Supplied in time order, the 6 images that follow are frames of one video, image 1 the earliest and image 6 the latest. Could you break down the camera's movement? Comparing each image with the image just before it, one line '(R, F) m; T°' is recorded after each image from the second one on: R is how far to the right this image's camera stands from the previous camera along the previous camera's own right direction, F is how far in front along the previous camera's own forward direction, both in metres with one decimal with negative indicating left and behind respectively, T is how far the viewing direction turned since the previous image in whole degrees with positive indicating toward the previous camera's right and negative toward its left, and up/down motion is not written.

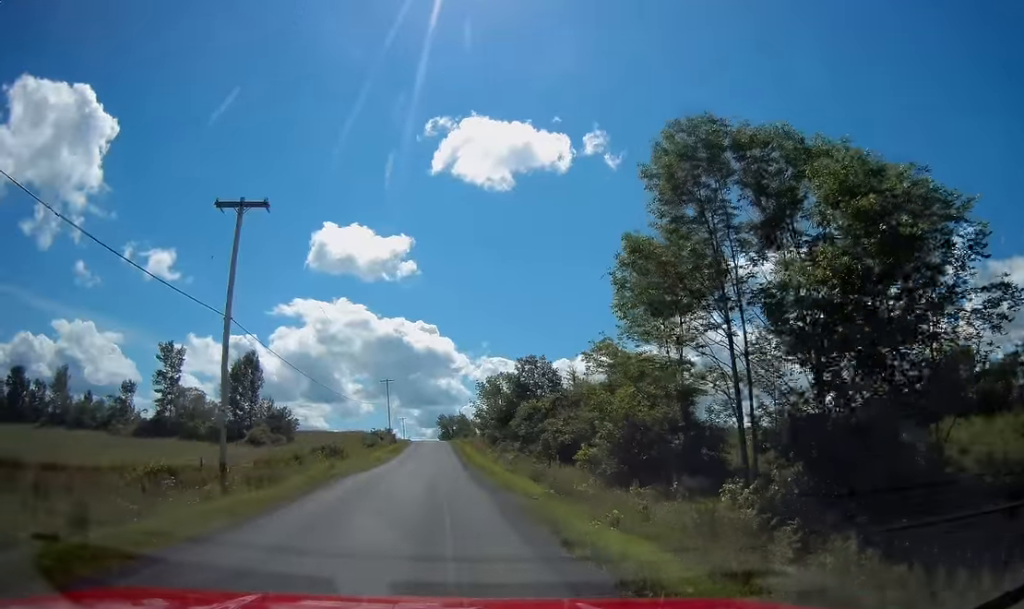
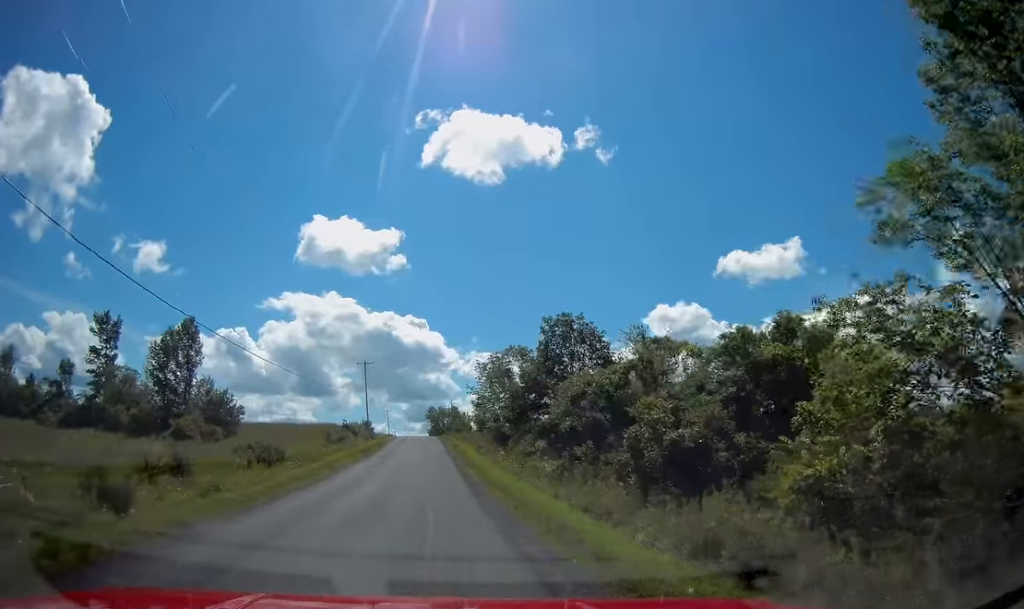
(+0.2, +20.9) m; +1°
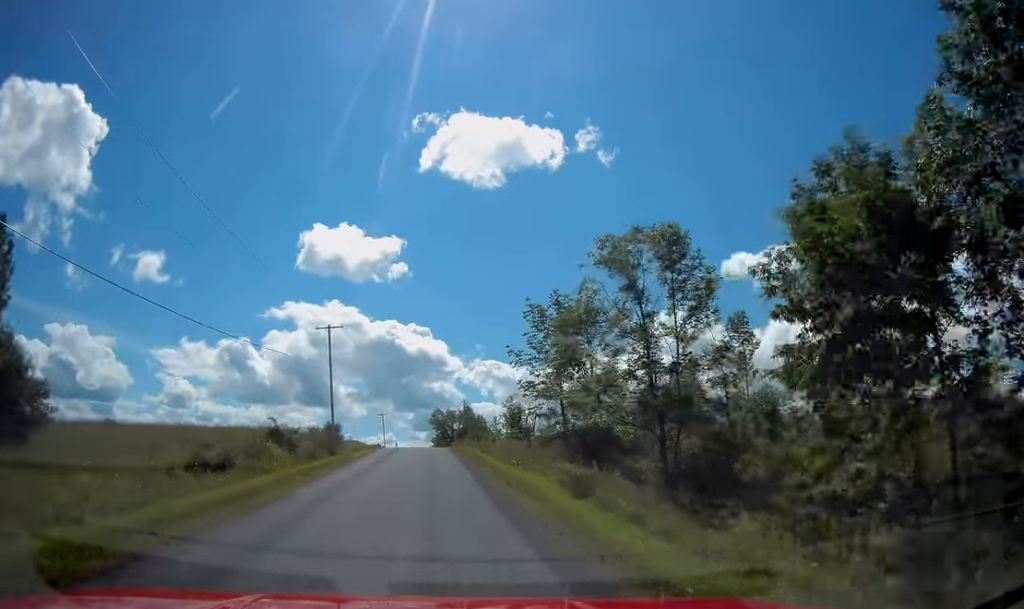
(+0.4, +36.5) m; 0°
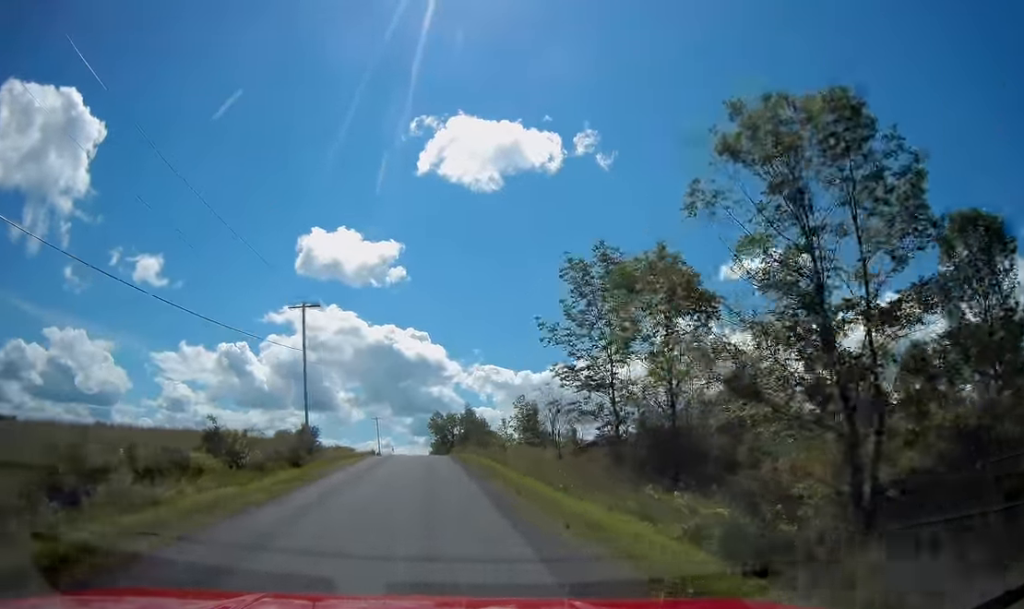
(0.0, +11.2) m; -1°
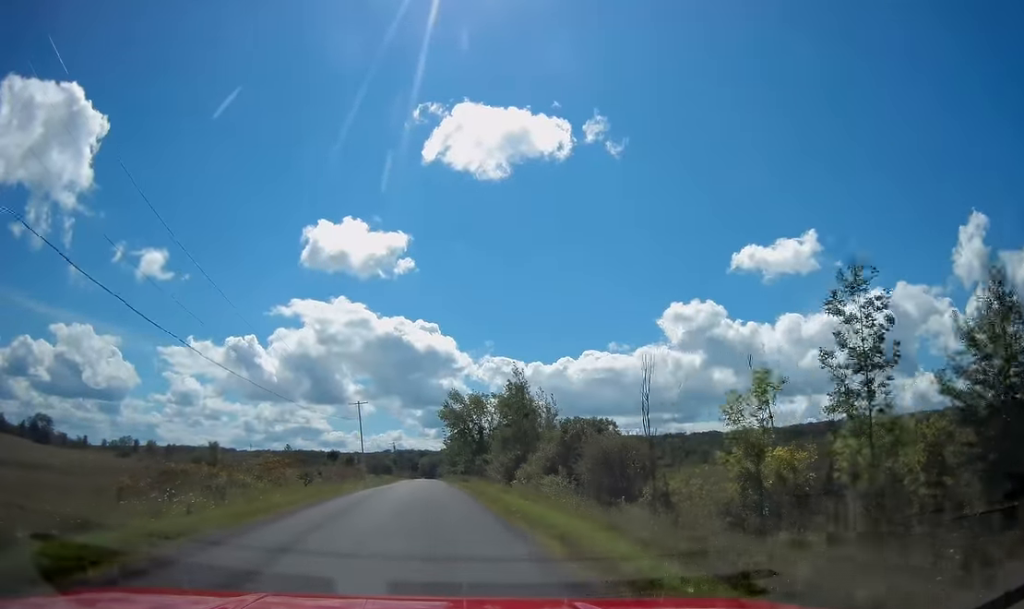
(-0.3, +48.4) m; 0°
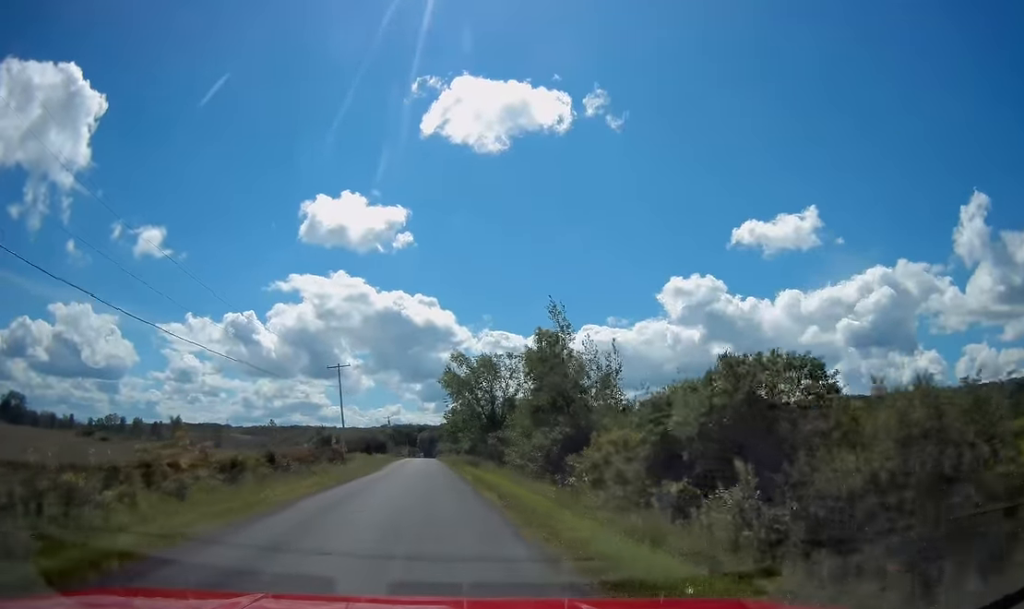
(+0.1, +17.4) m; 0°
